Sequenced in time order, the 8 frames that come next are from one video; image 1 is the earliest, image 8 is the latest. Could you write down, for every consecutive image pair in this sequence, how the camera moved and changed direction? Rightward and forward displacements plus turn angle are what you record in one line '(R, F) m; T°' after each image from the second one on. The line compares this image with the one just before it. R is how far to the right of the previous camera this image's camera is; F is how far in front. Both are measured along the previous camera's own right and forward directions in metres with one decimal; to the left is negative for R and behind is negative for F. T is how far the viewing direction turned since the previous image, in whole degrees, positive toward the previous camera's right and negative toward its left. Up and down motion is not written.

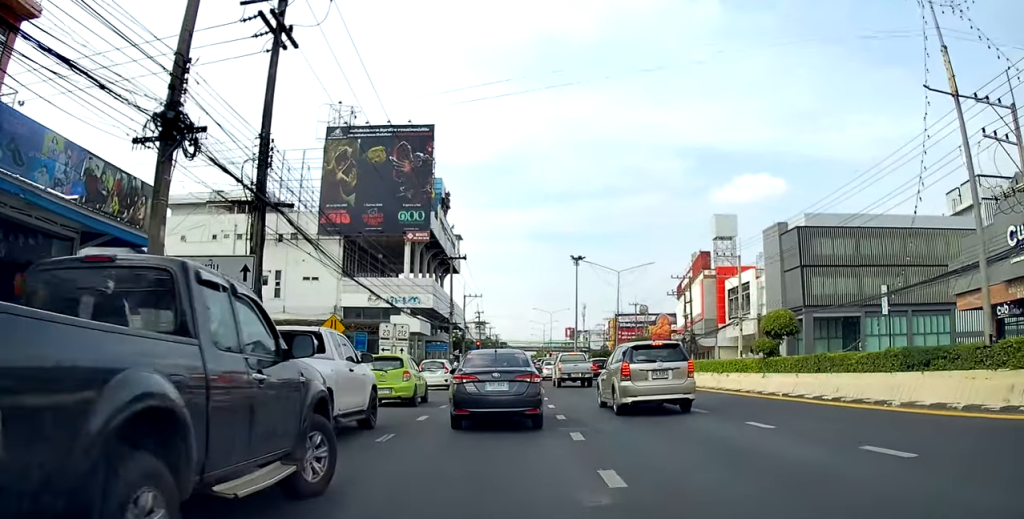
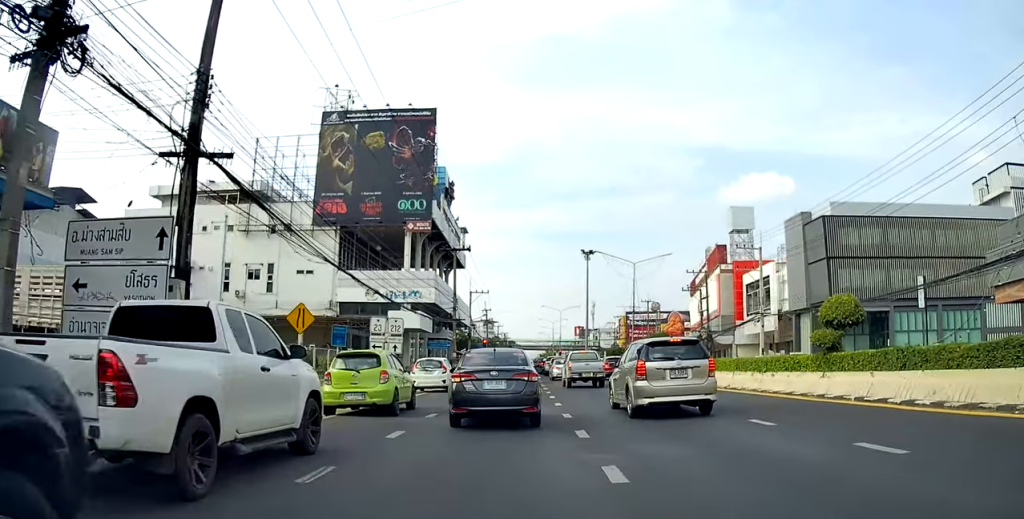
(+0.1, +4.2) m; +1°
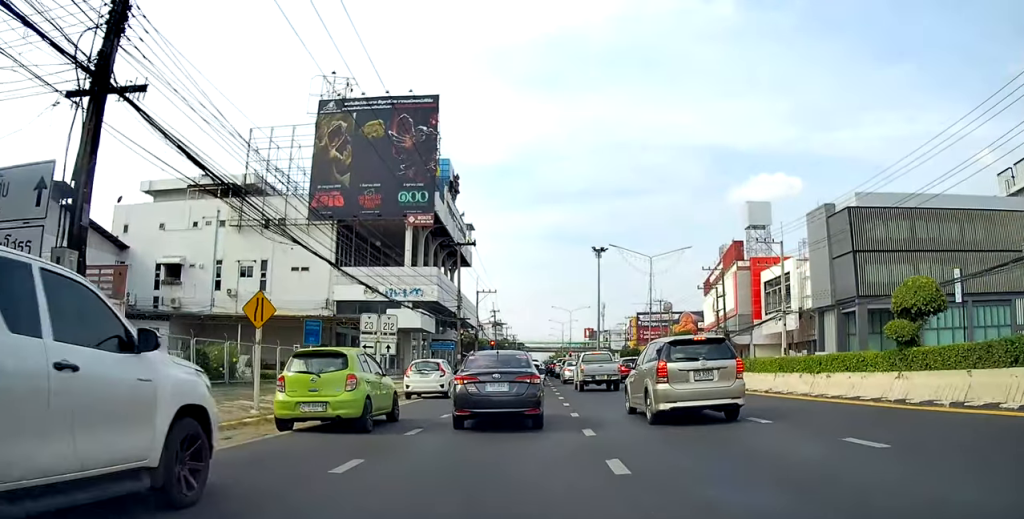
(0.0, +3.5) m; 0°
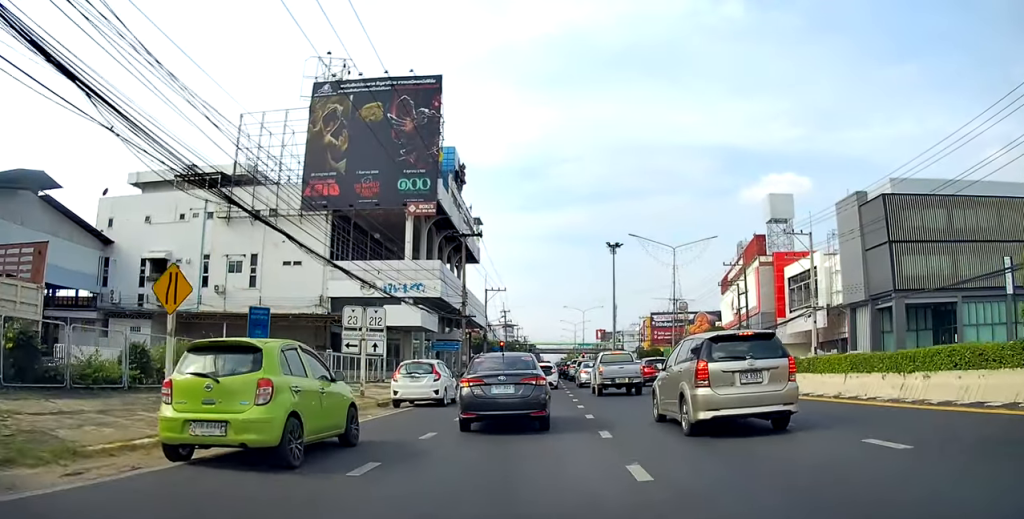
(0.0, +4.2) m; 0°
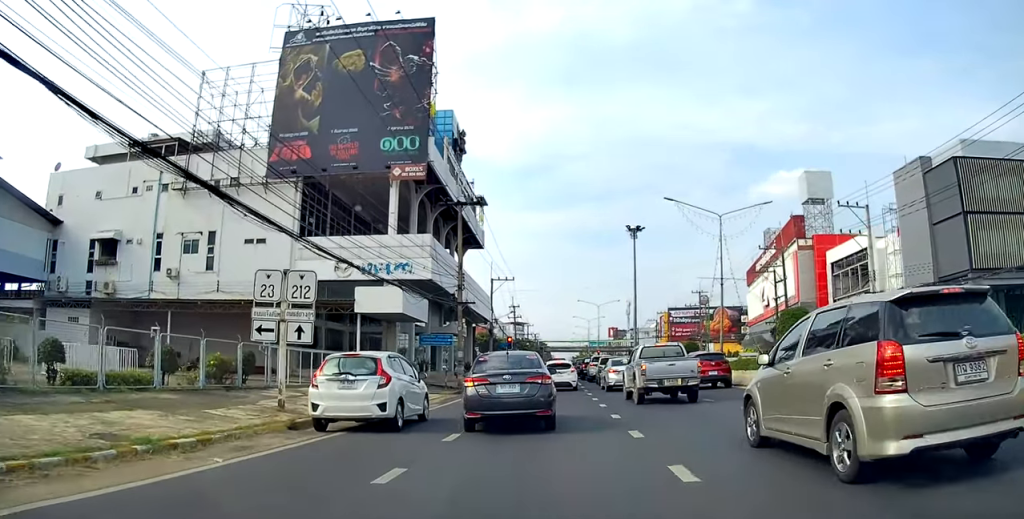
(0.0, +8.2) m; 0°
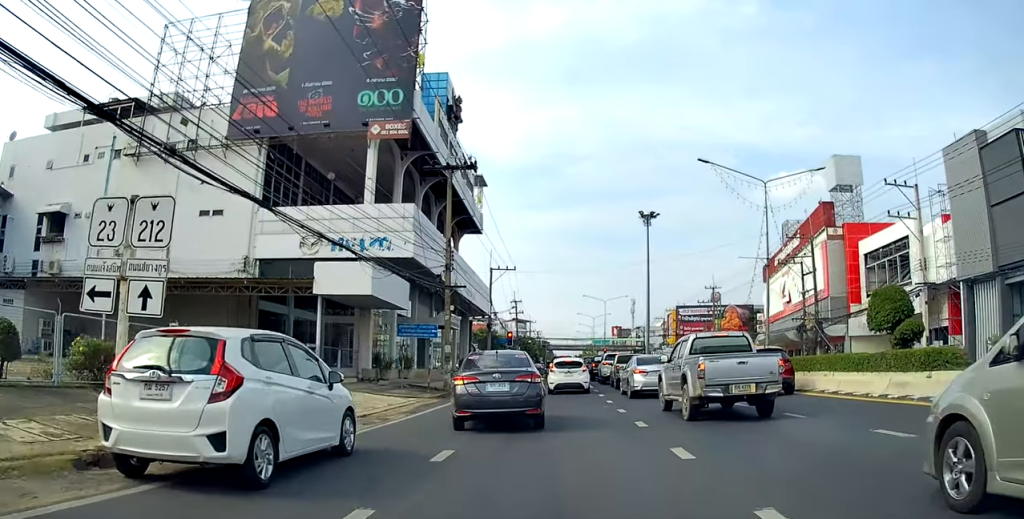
(0.0, +6.1) m; -3°
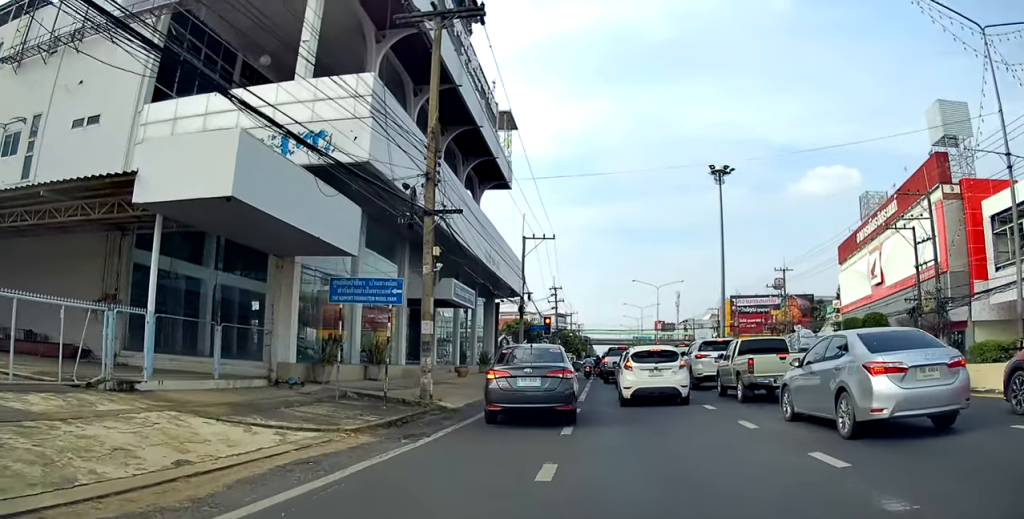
(-0.6, +13.6) m; +4°
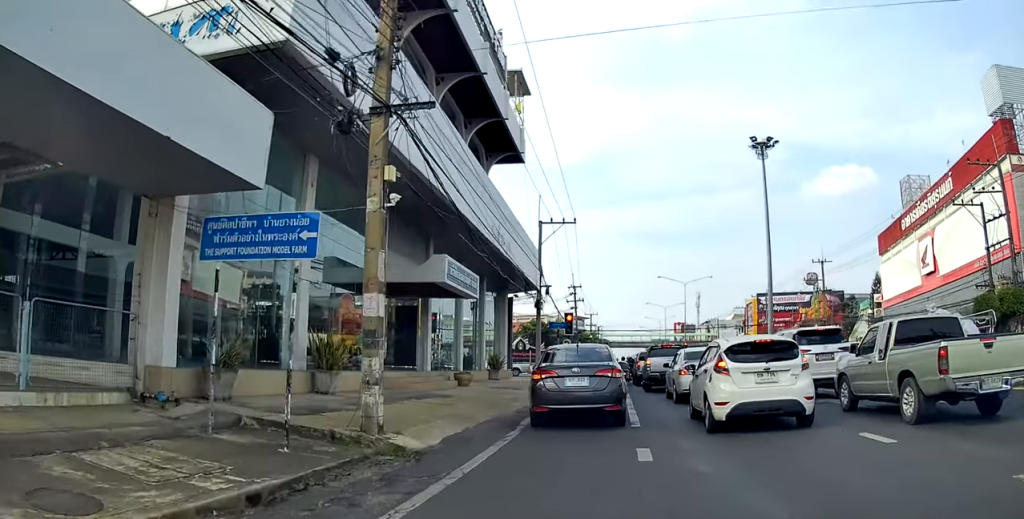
(+0.7, +6.5) m; -1°
